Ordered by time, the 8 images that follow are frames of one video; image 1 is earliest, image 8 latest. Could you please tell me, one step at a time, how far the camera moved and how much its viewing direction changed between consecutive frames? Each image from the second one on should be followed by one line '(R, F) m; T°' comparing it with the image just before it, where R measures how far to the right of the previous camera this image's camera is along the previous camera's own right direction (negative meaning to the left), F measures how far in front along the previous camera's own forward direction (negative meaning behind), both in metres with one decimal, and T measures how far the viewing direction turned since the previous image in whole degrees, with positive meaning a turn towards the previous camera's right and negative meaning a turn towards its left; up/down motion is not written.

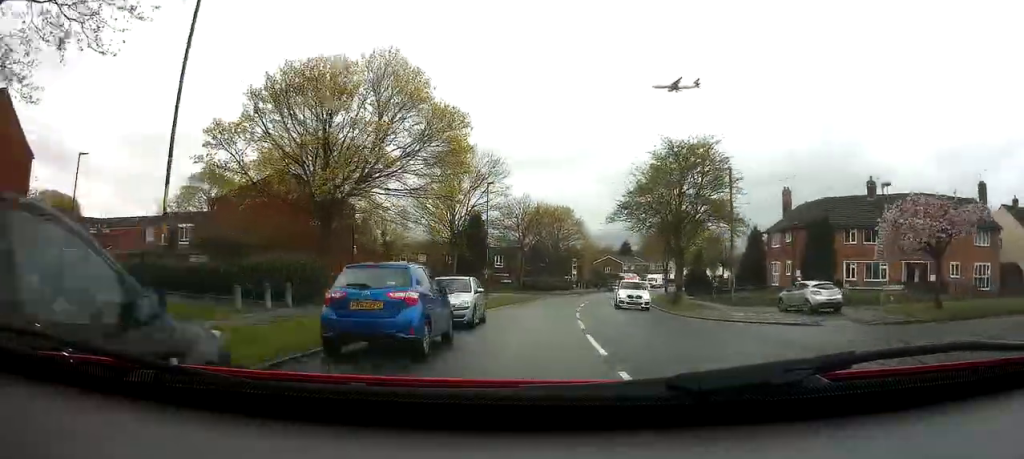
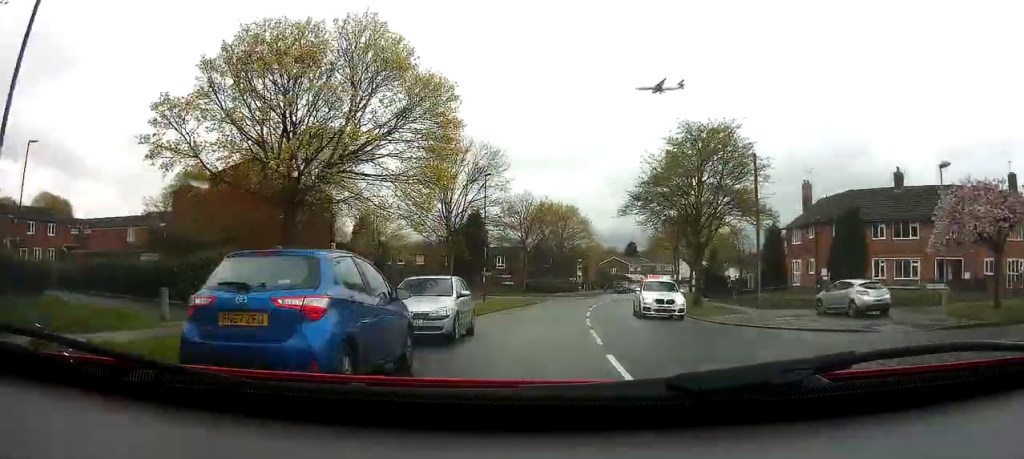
(+0.1, +3.8) m; -1°
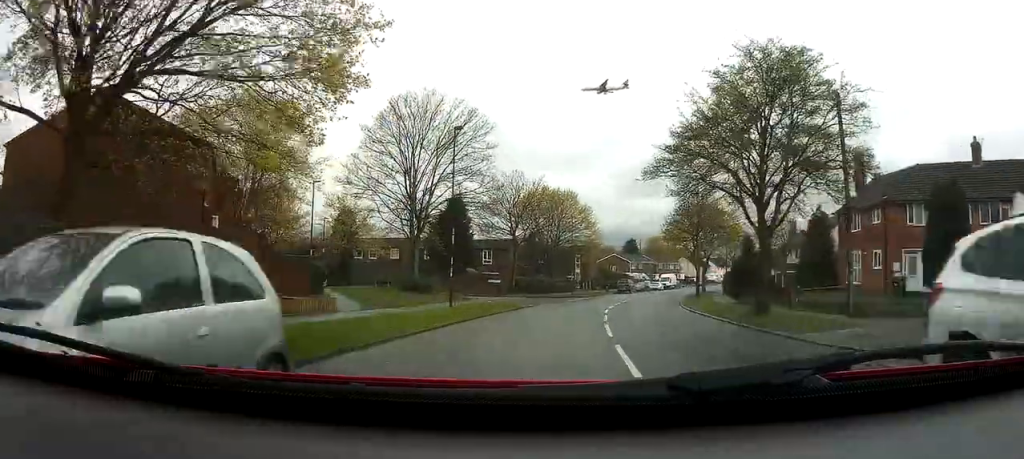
(-0.3, +10.3) m; -2°
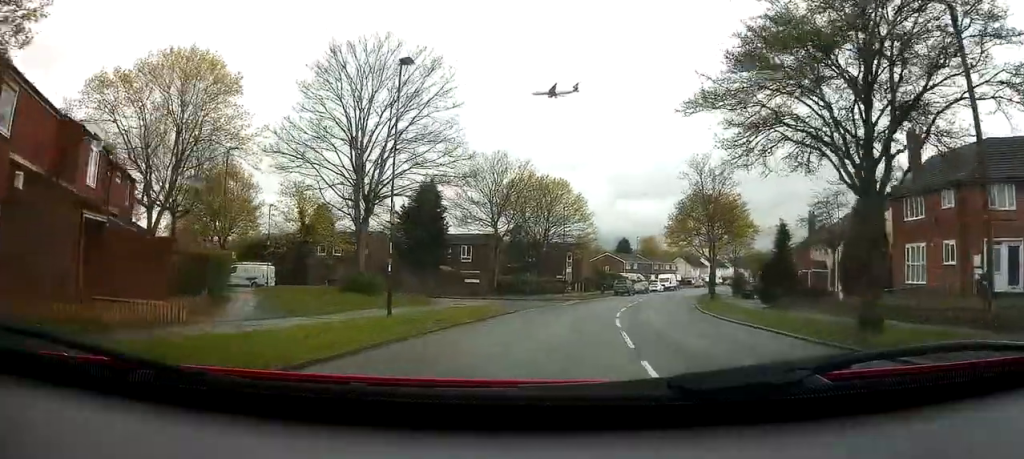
(-0.1, +8.3) m; 0°
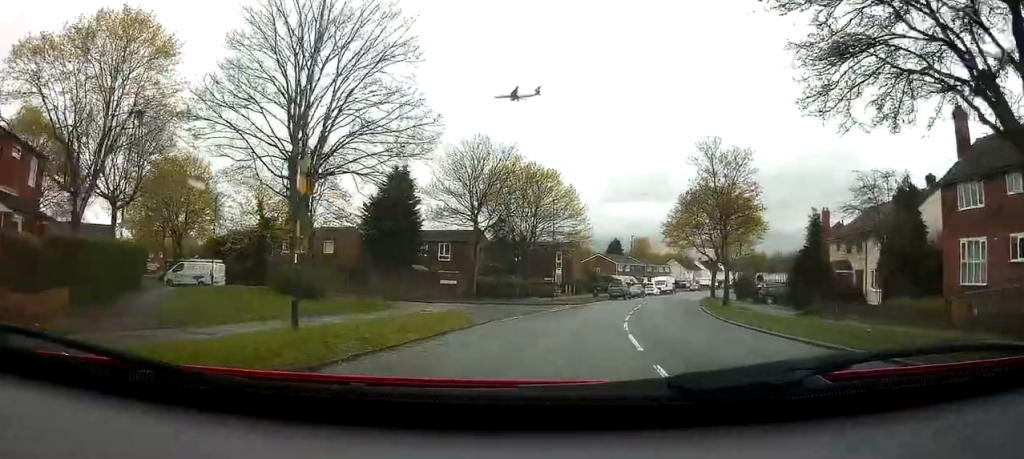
(0.0, +5.8) m; +1°
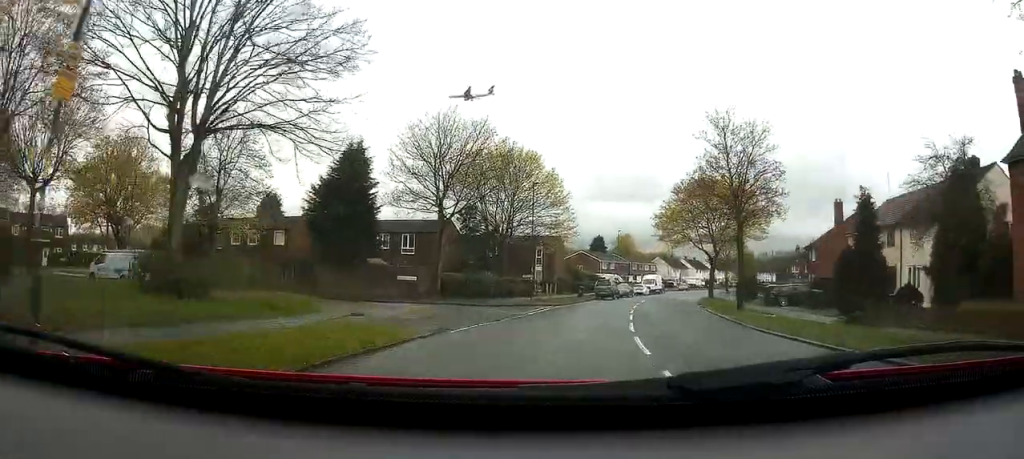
(0.0, +6.5) m; +2°
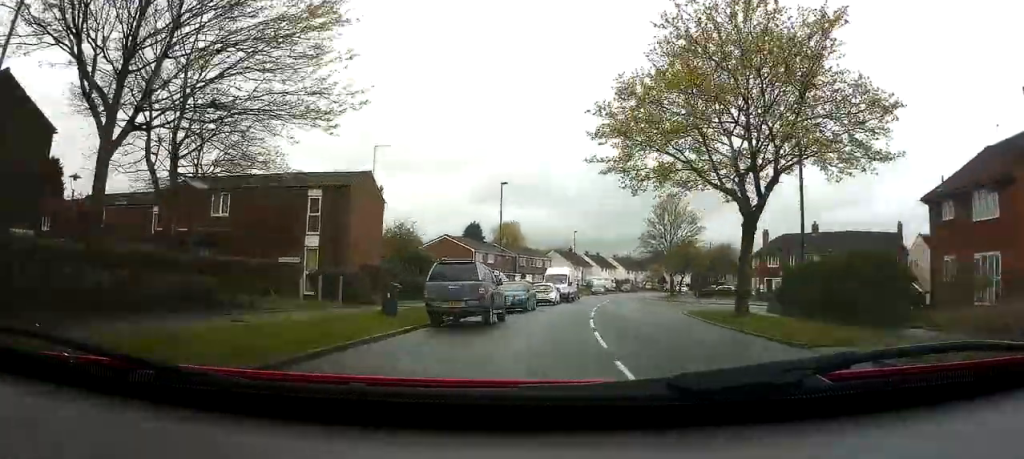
(+4.9, +36.2) m; +12°
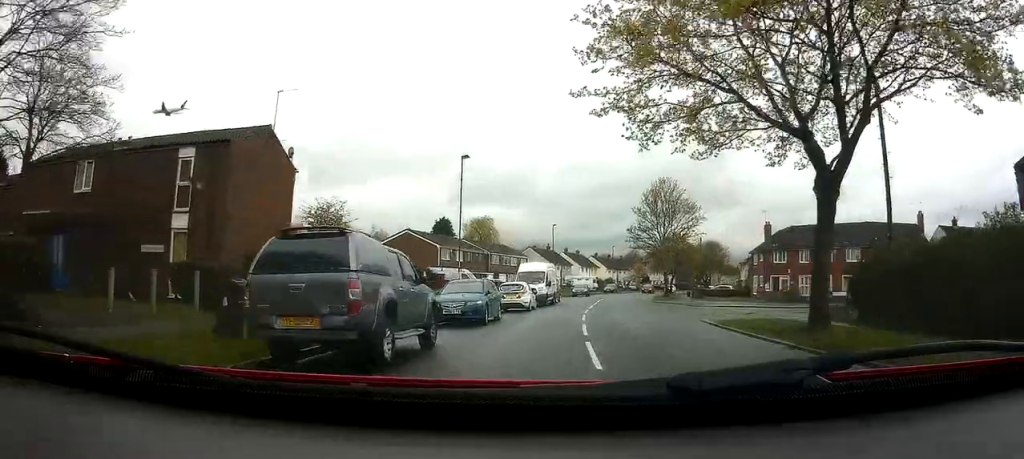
(+0.2, +8.7) m; +2°
